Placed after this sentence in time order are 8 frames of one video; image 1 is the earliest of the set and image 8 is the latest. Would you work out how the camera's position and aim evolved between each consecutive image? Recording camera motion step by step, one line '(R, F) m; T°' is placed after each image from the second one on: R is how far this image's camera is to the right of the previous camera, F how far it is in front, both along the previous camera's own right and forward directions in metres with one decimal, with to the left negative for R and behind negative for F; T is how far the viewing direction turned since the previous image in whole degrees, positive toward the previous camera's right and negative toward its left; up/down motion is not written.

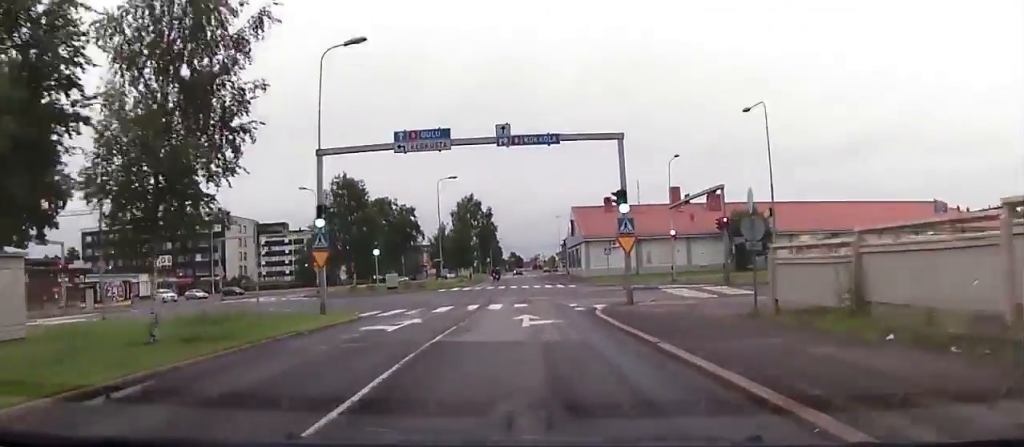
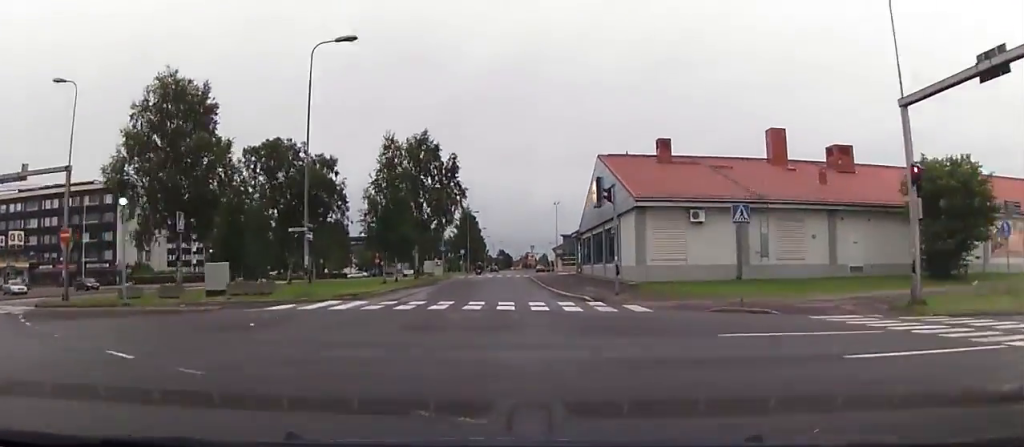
(+0.1, +36.1) m; +4°
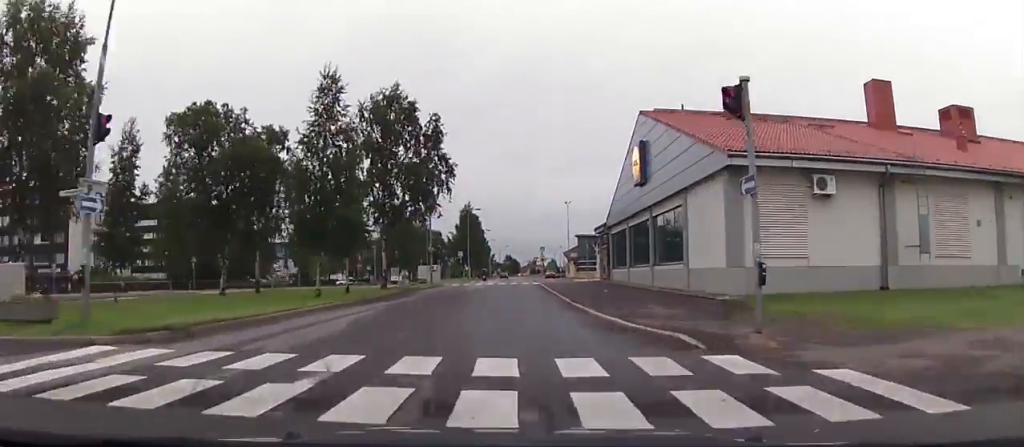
(+0.2, +14.7) m; +2°
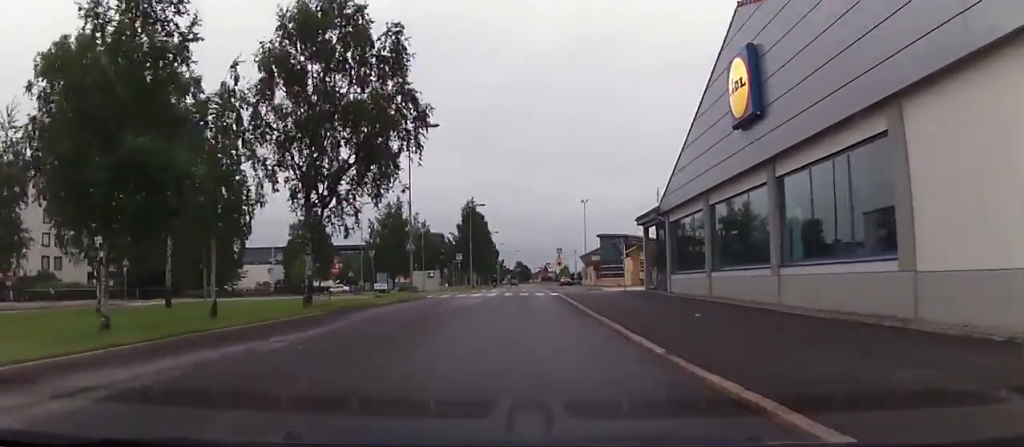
(+0.4, +15.2) m; +1°
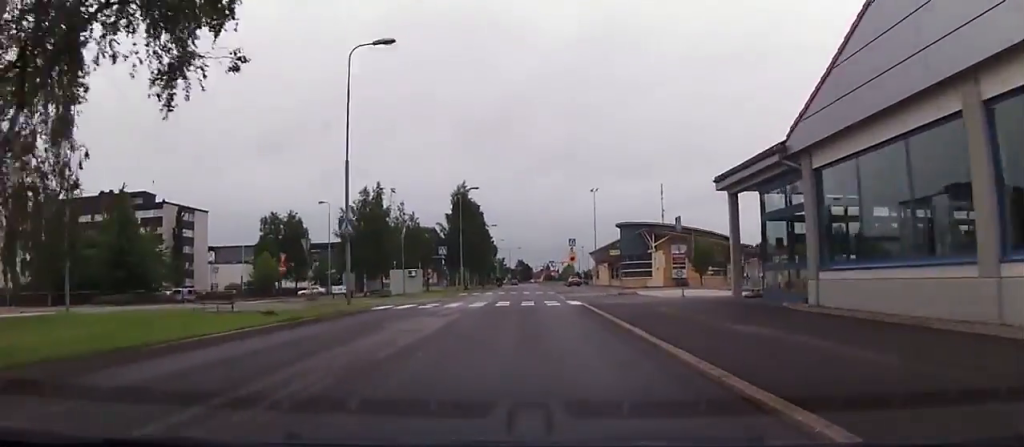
(+0.1, +15.7) m; 0°
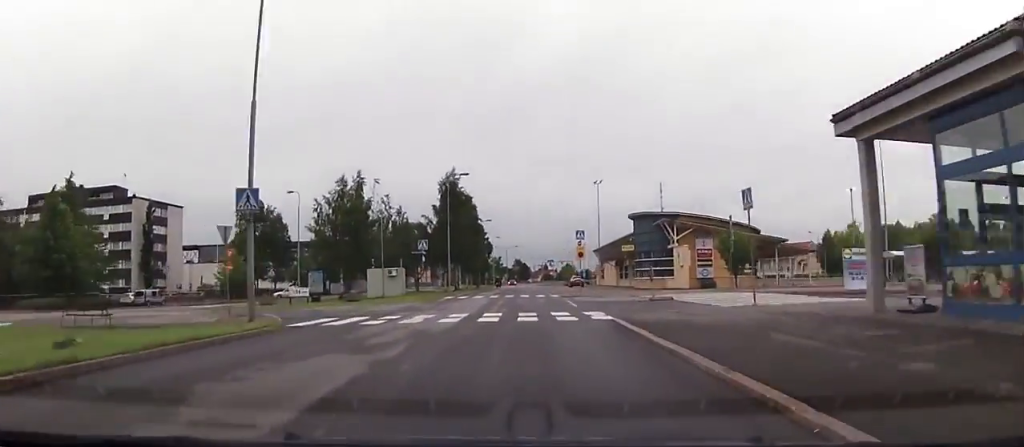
(0.0, +9.3) m; 0°
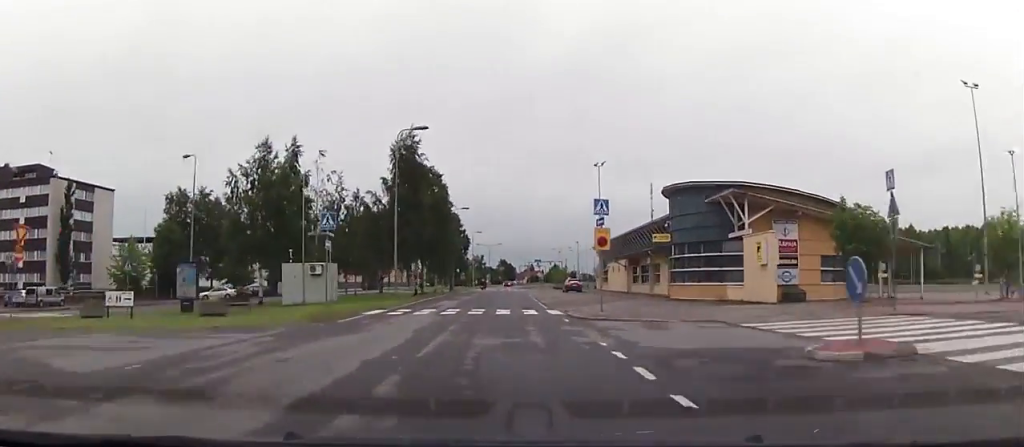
(0.0, +18.5) m; 0°
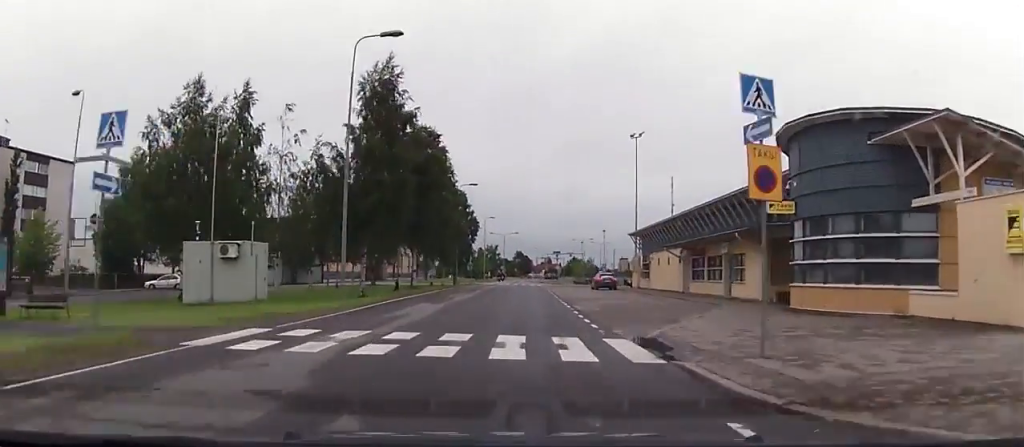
(0.0, +14.7) m; -1°
